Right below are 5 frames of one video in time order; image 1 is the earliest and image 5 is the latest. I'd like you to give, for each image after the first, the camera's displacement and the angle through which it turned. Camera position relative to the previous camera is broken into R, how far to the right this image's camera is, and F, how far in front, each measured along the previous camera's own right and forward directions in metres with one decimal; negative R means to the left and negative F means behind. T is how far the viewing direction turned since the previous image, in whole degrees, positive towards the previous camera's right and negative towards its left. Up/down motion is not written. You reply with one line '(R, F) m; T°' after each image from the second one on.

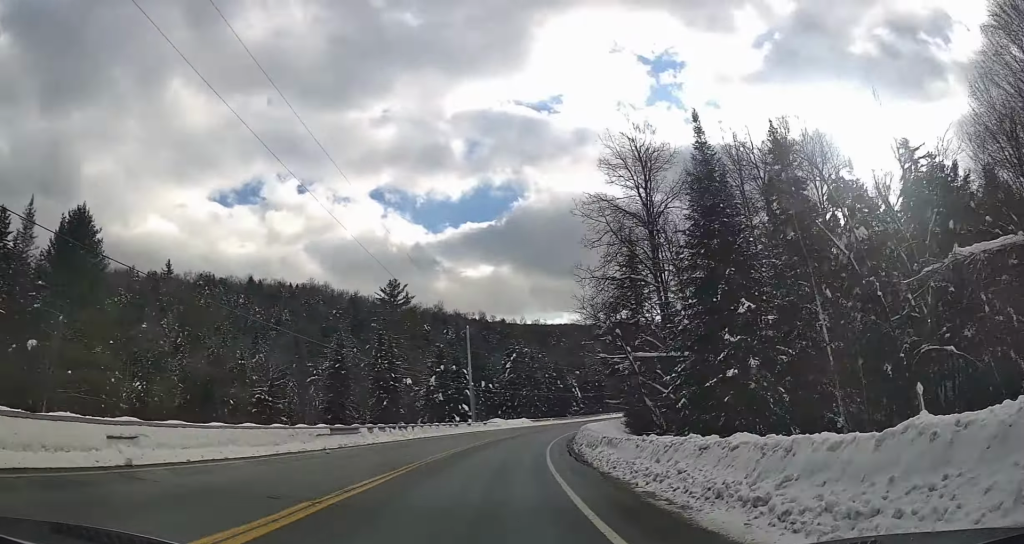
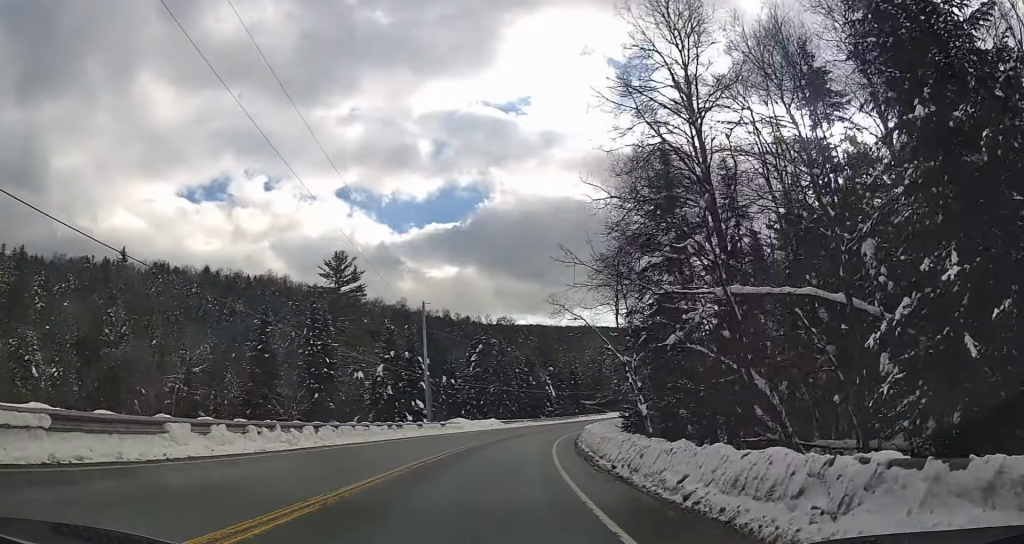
(-0.1, +14.4) m; +2°
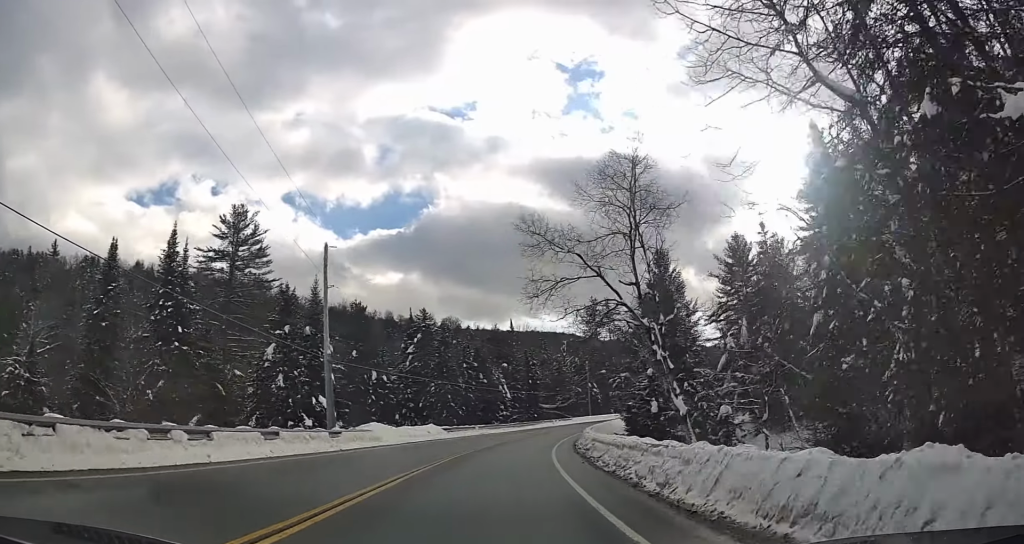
(+0.2, +18.5) m; +3°
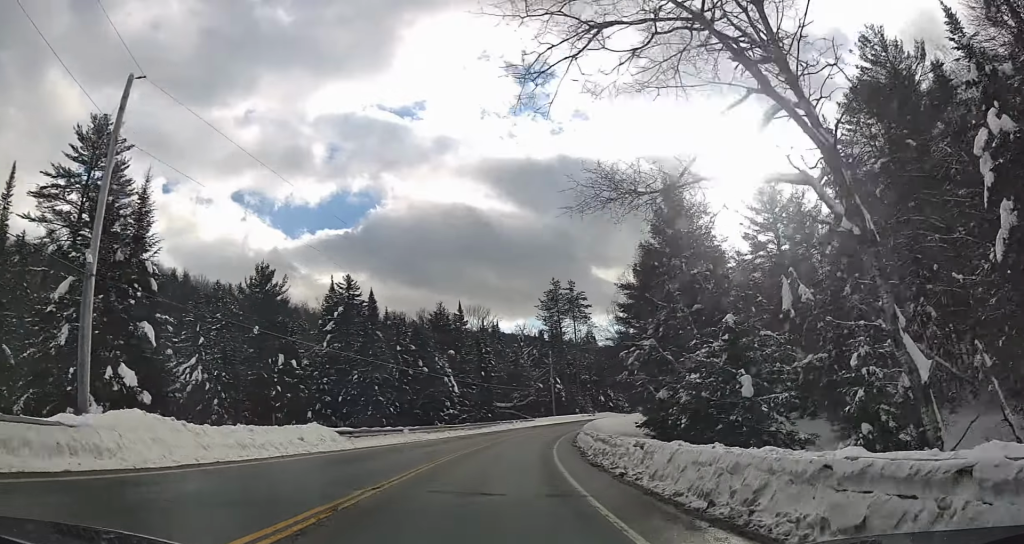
(+0.5, +18.2) m; +5°
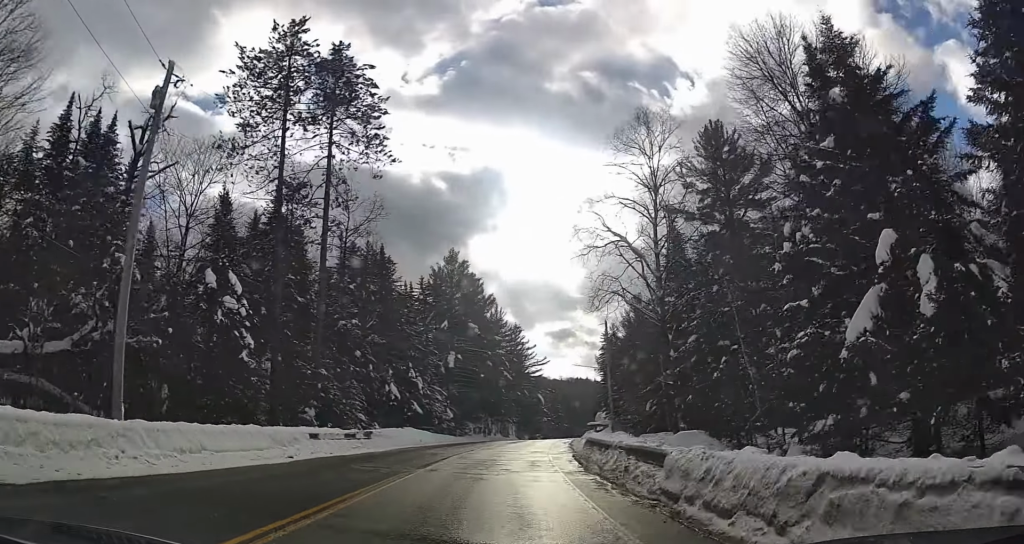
(+14.2, +76.6) m; +22°
